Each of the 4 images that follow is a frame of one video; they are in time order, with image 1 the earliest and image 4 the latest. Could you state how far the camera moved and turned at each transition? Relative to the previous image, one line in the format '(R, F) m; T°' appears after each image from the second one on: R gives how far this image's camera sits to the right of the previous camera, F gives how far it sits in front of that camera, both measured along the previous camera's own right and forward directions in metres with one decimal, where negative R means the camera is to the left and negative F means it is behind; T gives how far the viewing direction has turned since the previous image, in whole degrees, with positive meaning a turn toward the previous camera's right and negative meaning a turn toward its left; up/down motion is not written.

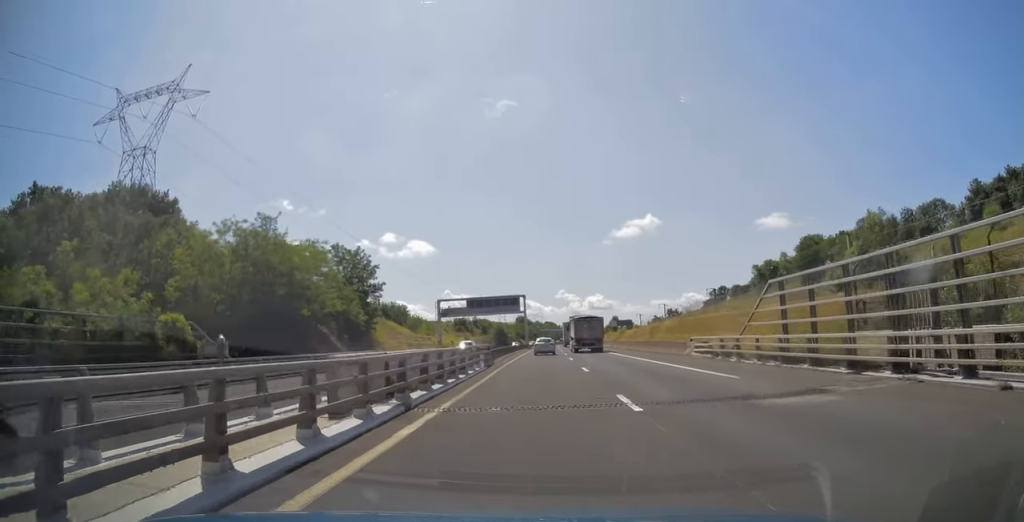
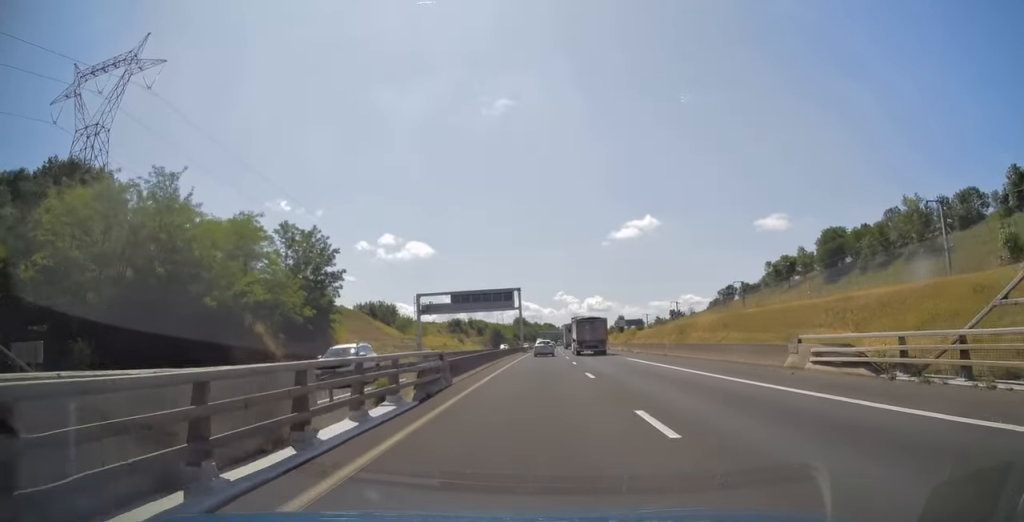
(+0.1, +15.5) m; 0°
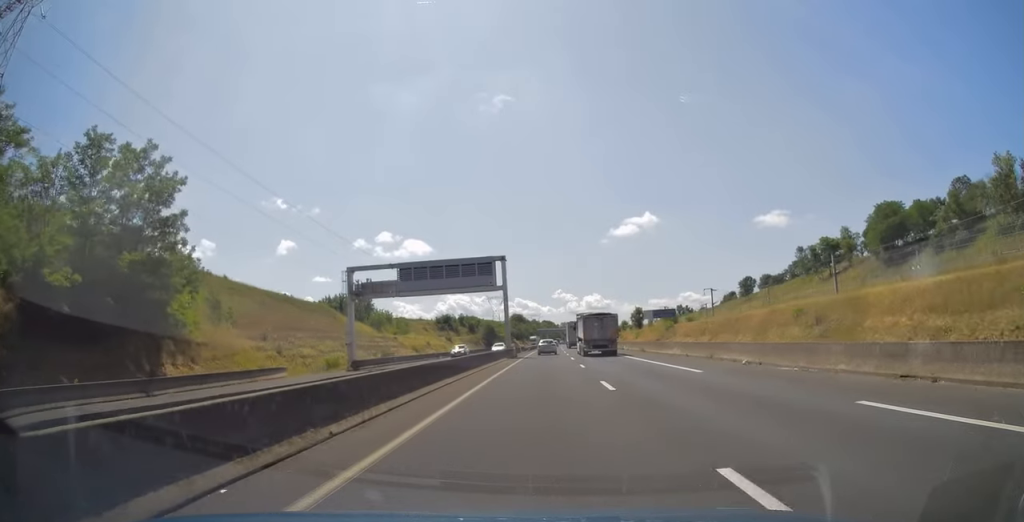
(-0.1, +29.7) m; 0°
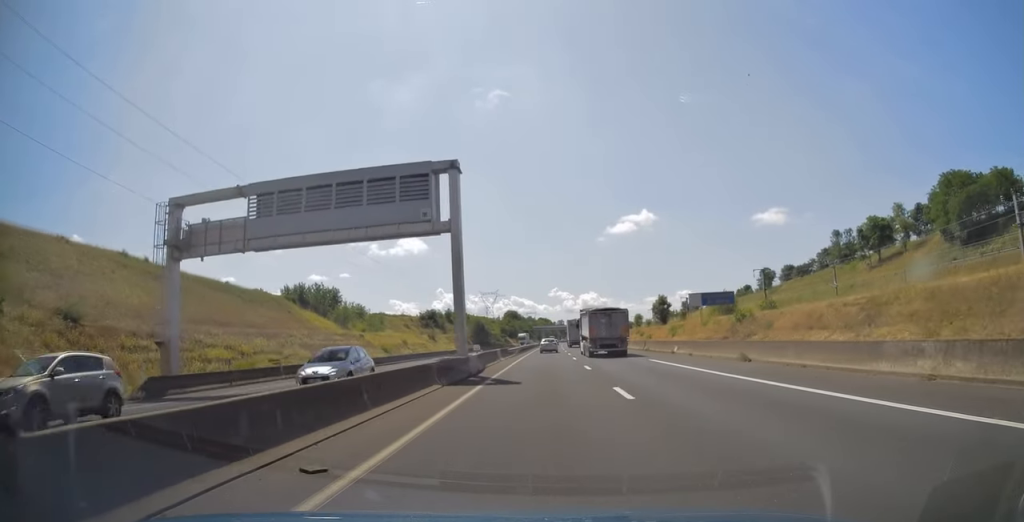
(0.0, +27.6) m; 0°
